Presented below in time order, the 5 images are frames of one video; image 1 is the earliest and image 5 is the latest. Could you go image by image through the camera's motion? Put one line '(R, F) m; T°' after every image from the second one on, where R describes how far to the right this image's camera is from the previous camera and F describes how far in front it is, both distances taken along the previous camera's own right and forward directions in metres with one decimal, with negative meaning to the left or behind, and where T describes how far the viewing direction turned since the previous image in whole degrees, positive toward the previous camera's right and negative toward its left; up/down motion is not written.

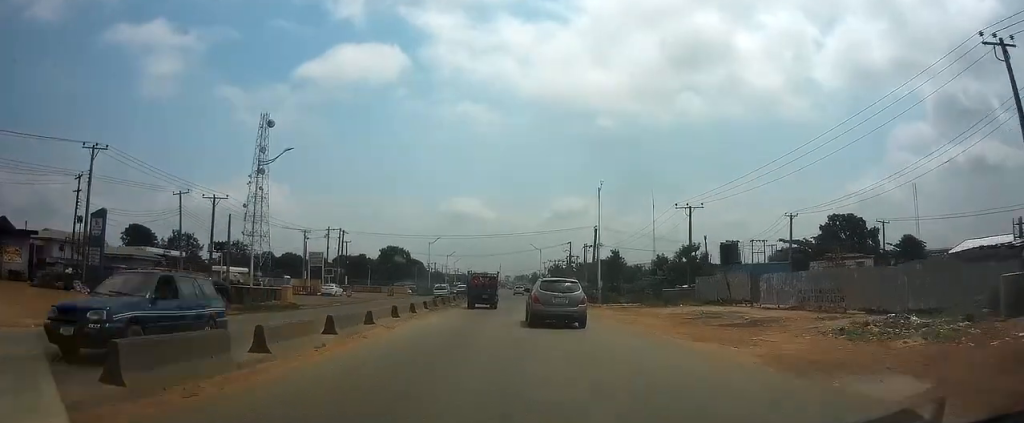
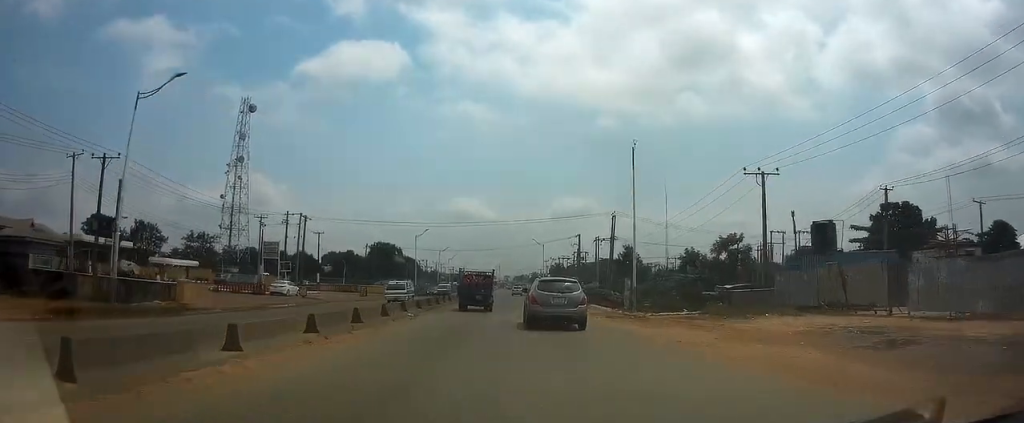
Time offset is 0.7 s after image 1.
(0.0, +14.8) m; 0°
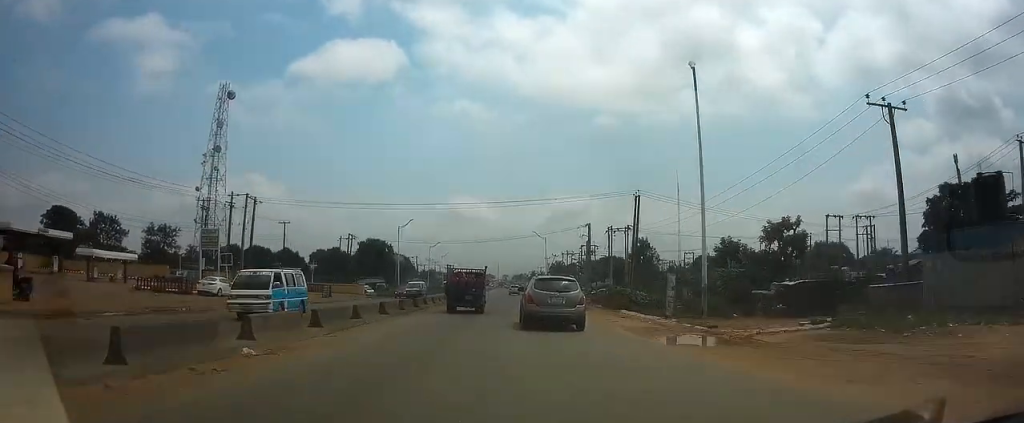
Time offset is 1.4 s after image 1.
(0.0, +13.8) m; 0°
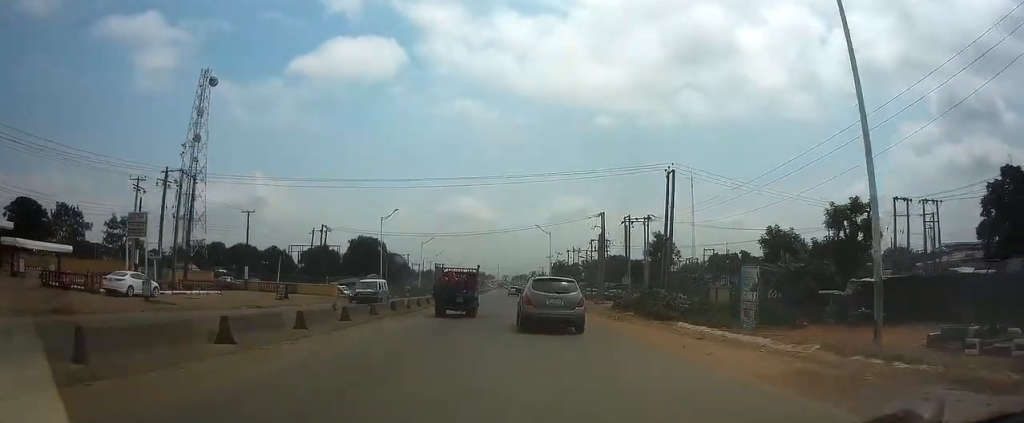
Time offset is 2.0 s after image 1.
(0.0, +11.2) m; 0°
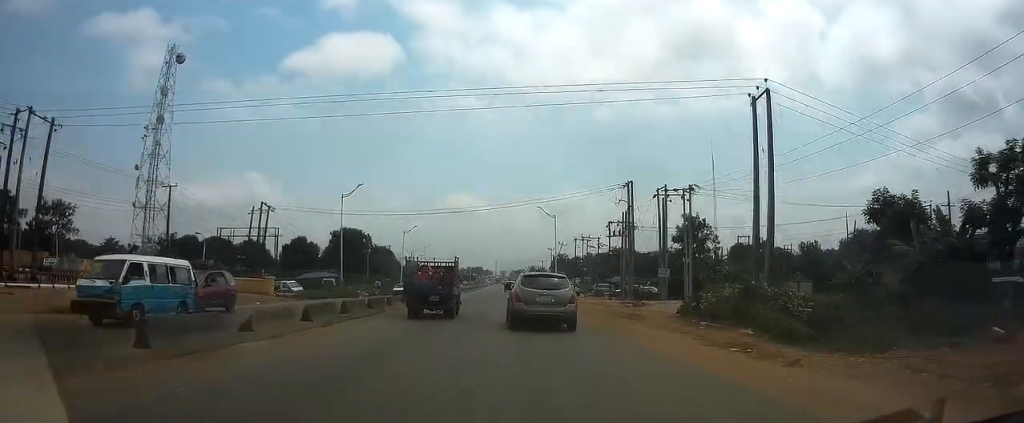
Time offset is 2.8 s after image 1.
(0.0, +16.7) m; 0°
